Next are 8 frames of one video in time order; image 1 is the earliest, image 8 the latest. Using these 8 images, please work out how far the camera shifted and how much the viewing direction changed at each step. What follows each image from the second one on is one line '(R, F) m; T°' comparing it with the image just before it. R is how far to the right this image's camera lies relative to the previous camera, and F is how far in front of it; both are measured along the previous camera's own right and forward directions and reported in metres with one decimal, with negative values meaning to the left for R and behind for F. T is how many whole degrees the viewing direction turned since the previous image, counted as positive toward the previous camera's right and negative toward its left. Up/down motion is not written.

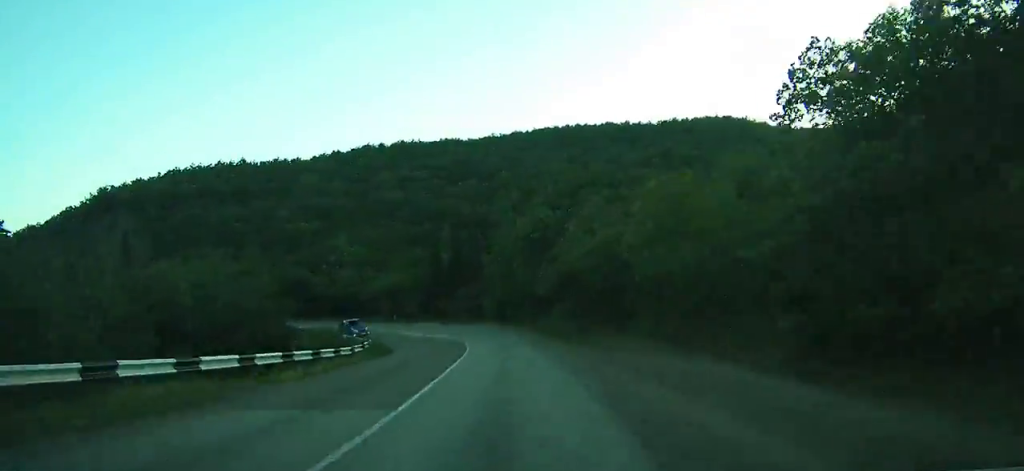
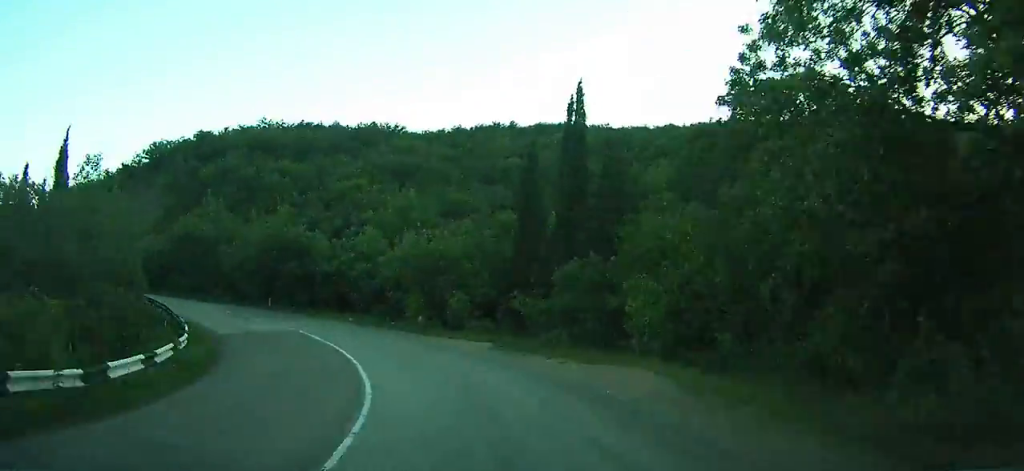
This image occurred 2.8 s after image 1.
(-1.5, +33.3) m; -16°
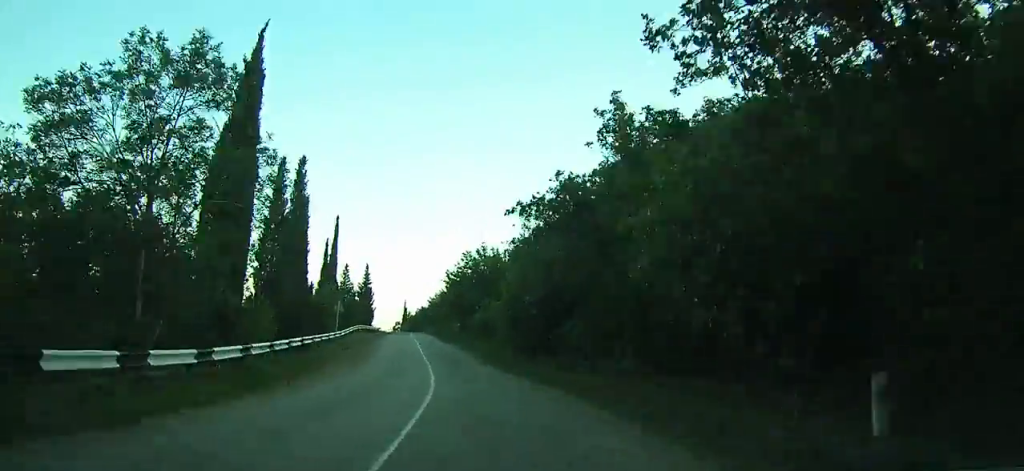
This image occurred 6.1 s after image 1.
(-10.8, +38.4) m; -32°
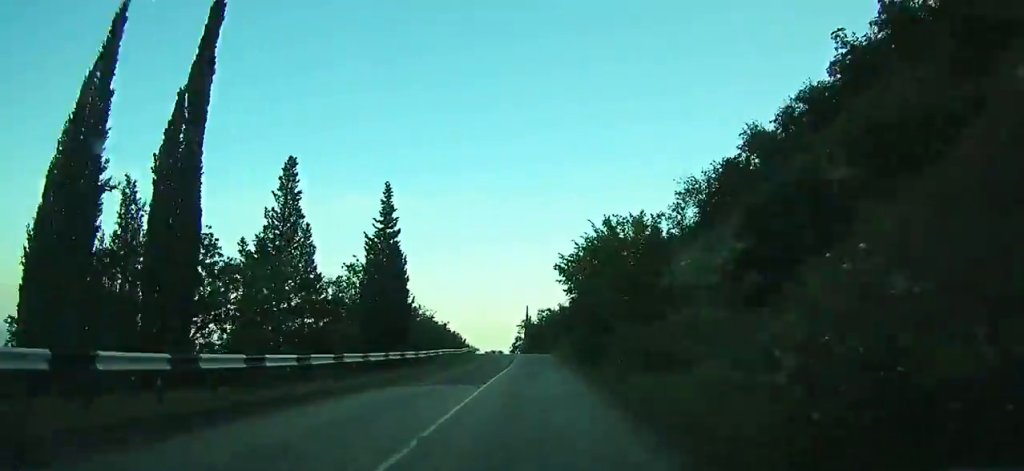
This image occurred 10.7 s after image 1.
(-19.1, +60.3) m; -24°
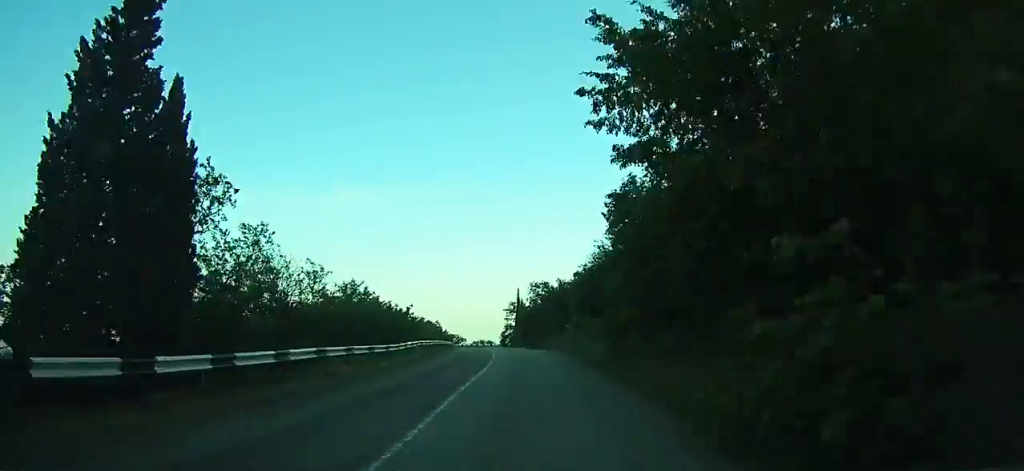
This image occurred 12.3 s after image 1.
(-0.3, +22.7) m; -1°
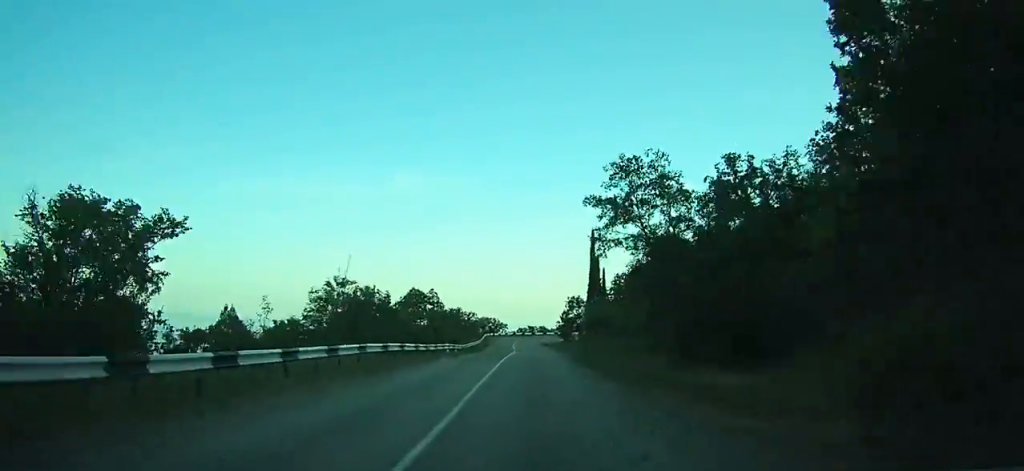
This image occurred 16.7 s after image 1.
(-2.2, +61.4) m; -3°
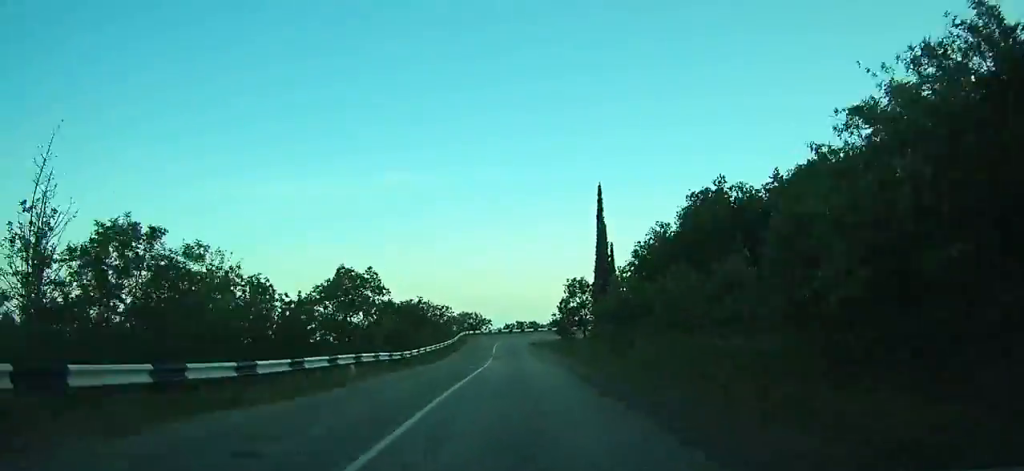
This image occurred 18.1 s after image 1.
(0.0, +18.4) m; 0°
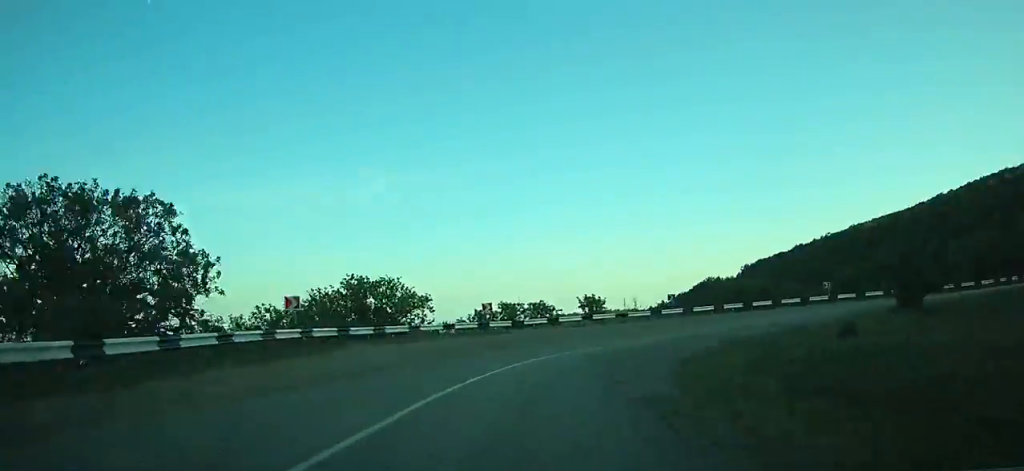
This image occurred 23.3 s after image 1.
(+1.6, +62.6) m; +14°
